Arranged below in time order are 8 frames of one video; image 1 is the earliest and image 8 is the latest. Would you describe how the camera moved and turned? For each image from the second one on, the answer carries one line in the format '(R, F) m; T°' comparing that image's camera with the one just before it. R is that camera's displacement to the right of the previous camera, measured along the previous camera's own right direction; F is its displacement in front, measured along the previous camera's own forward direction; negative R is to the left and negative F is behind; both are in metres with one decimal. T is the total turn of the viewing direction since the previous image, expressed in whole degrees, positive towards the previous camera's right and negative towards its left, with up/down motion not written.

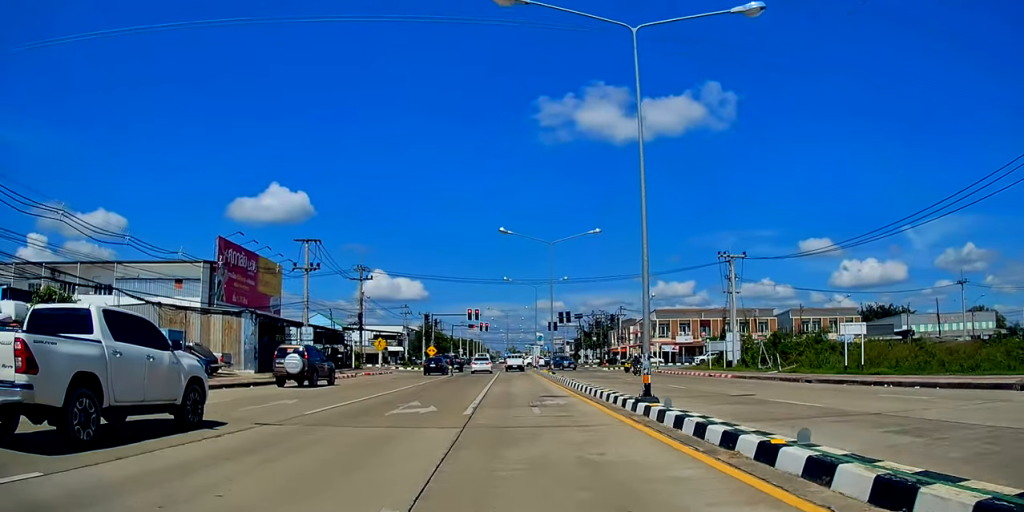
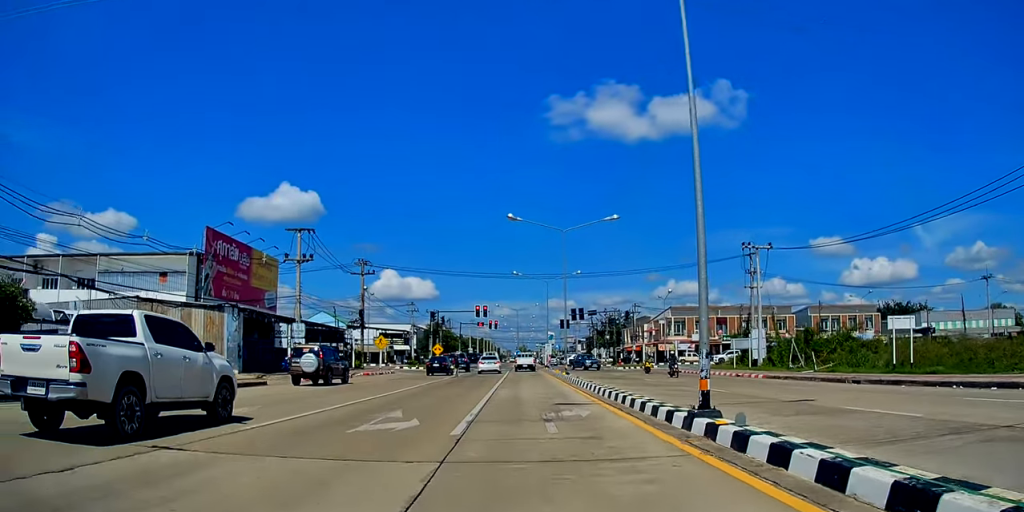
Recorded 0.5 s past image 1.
(-0.1, +3.6) m; -1°
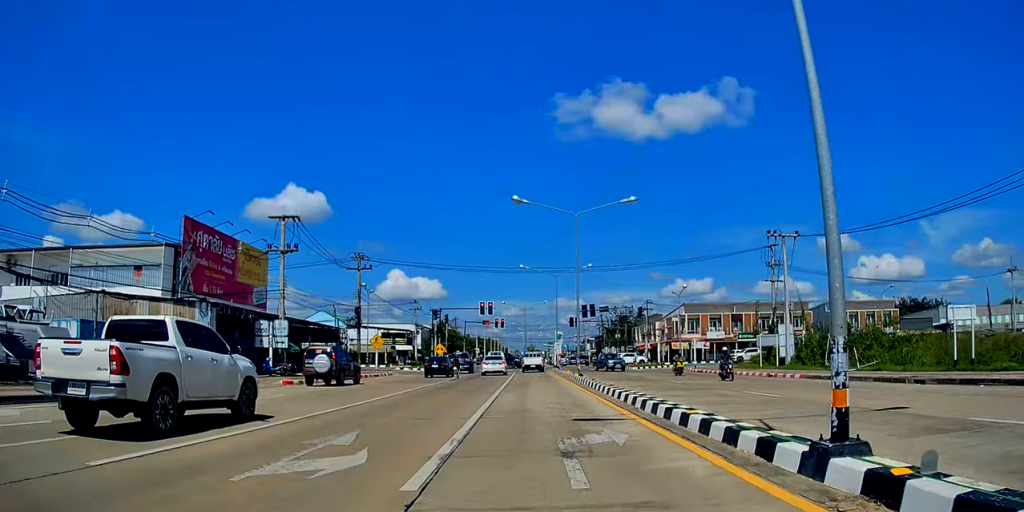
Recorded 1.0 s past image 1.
(0.0, +3.8) m; -1°
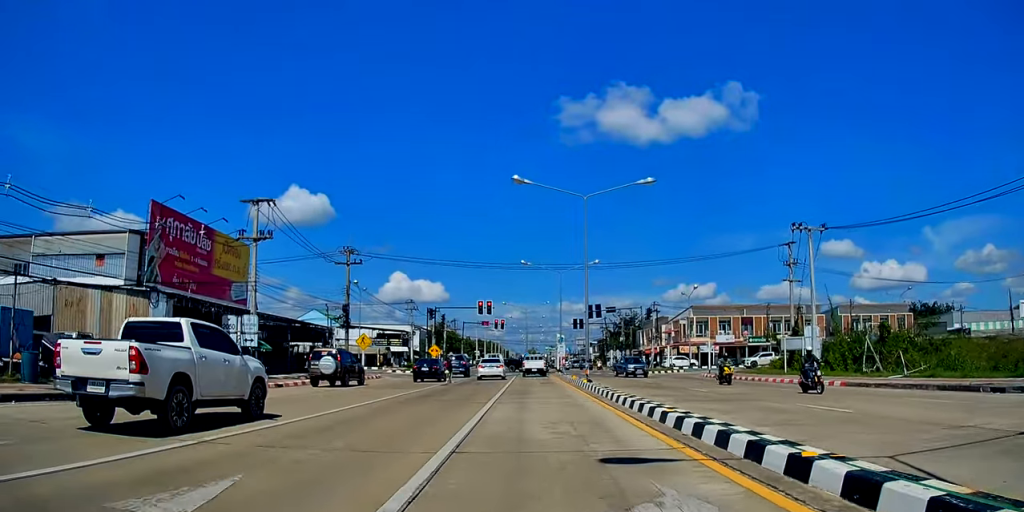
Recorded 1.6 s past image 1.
(0.0, +4.1) m; 0°
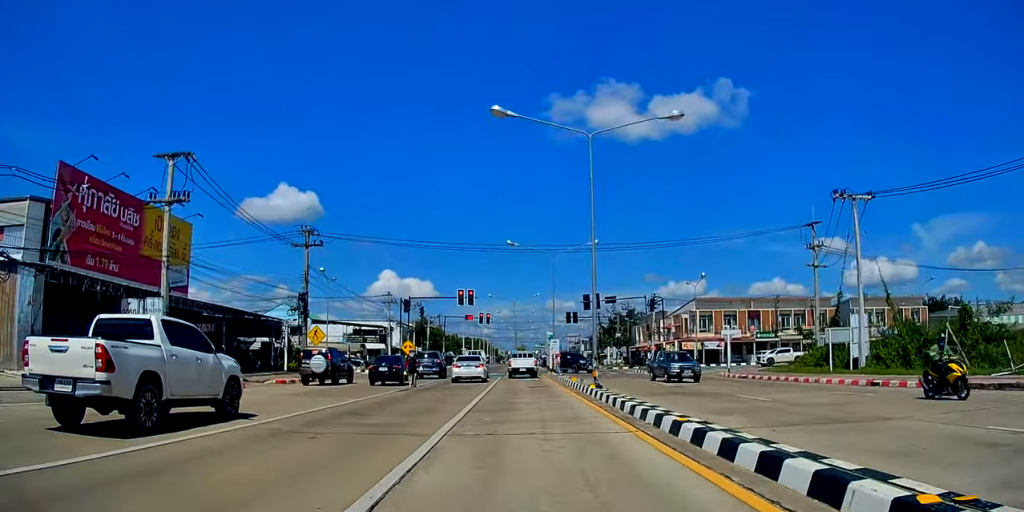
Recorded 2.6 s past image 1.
(+0.1, +7.3) m; -3°
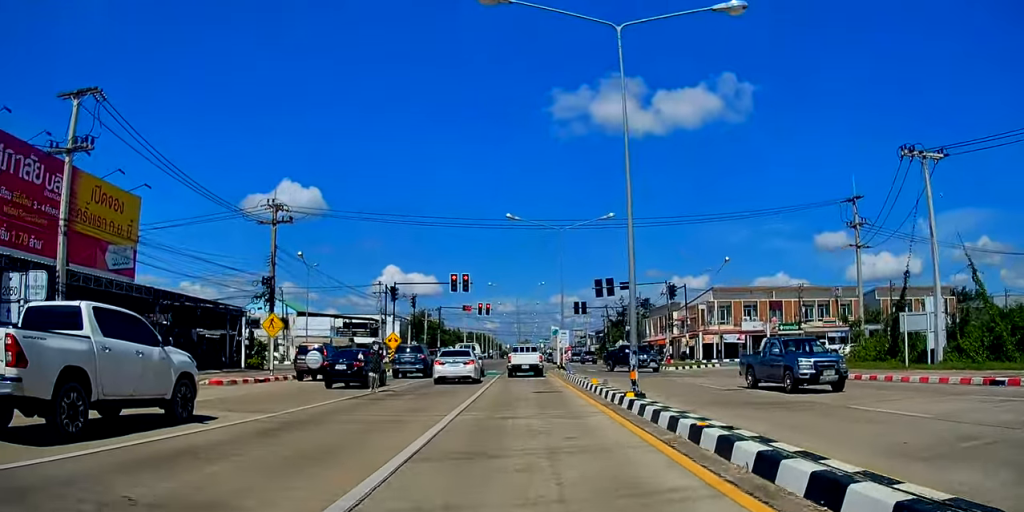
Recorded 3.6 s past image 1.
(-0.4, +6.4) m; +1°
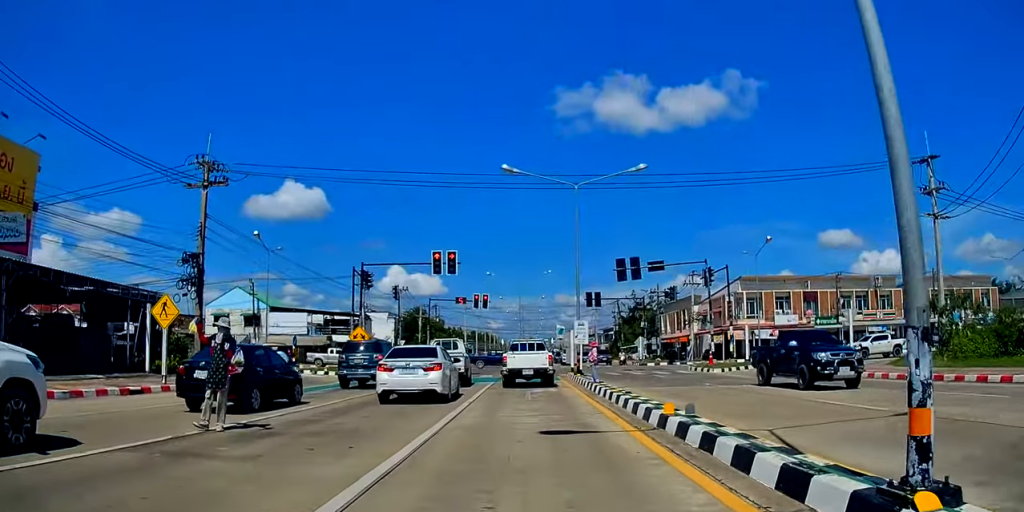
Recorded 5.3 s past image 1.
(+0.7, +8.7) m; +3°
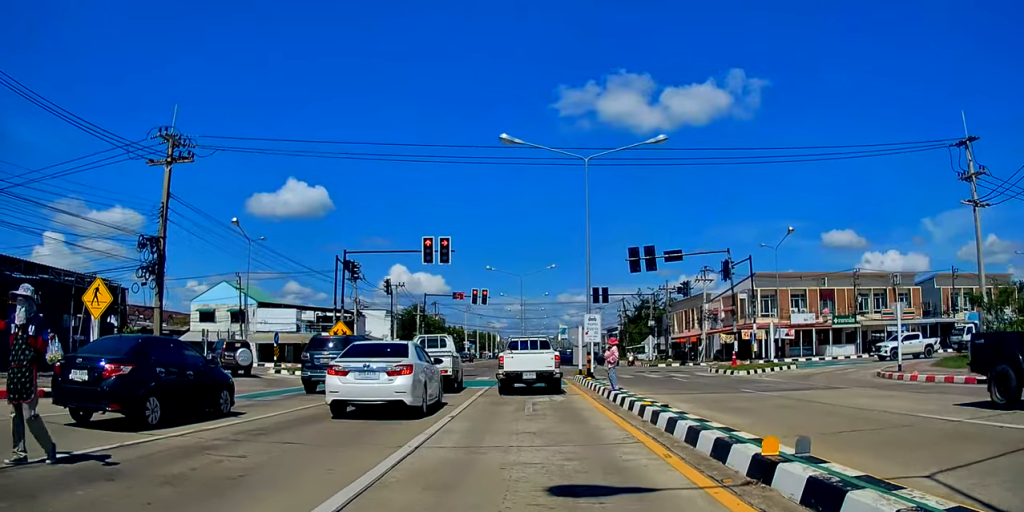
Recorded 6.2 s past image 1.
(-0.2, +3.7) m; -3°
